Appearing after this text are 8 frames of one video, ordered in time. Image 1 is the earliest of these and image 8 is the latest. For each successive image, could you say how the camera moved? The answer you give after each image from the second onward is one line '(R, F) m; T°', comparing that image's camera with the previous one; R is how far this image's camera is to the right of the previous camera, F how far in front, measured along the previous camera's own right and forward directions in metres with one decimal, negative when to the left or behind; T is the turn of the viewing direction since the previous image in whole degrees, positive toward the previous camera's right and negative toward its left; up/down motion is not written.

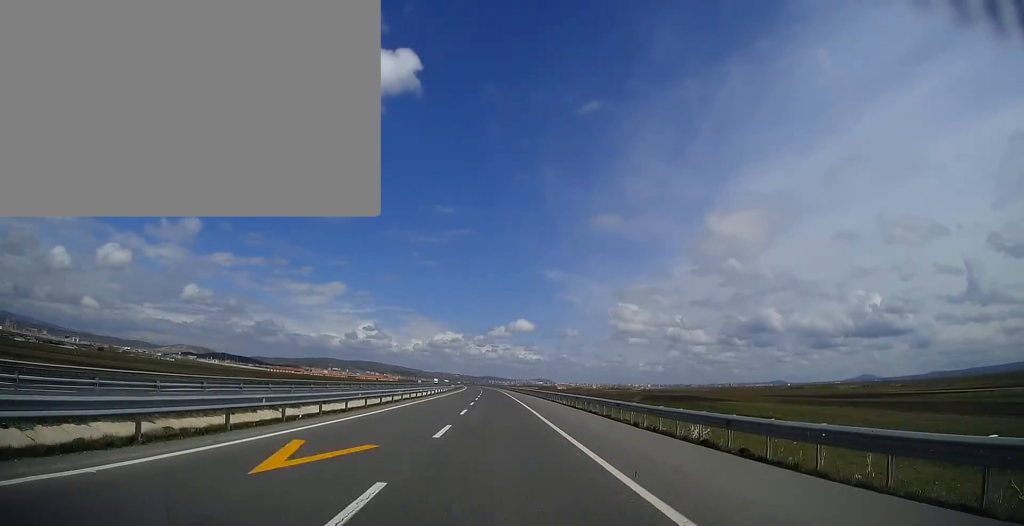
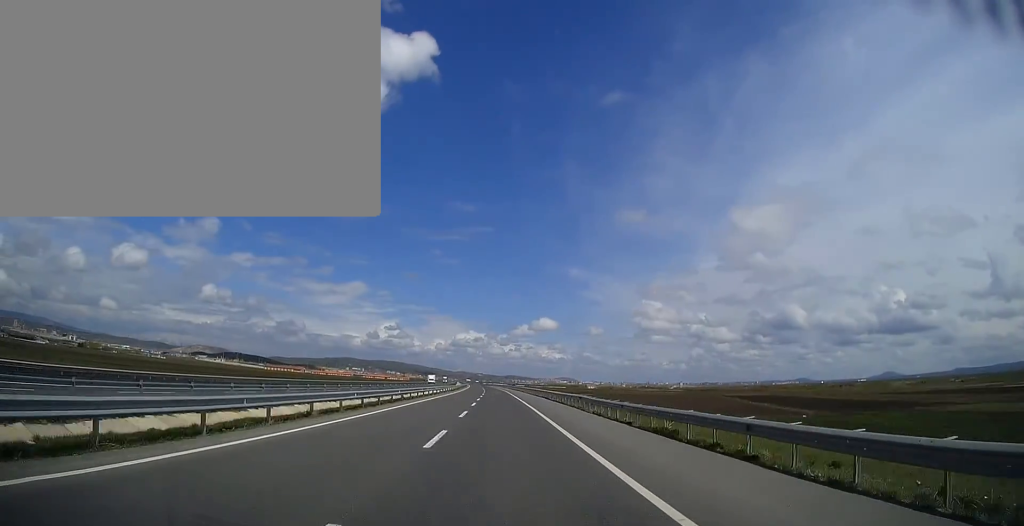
(-2.5, +147.0) m; -2°
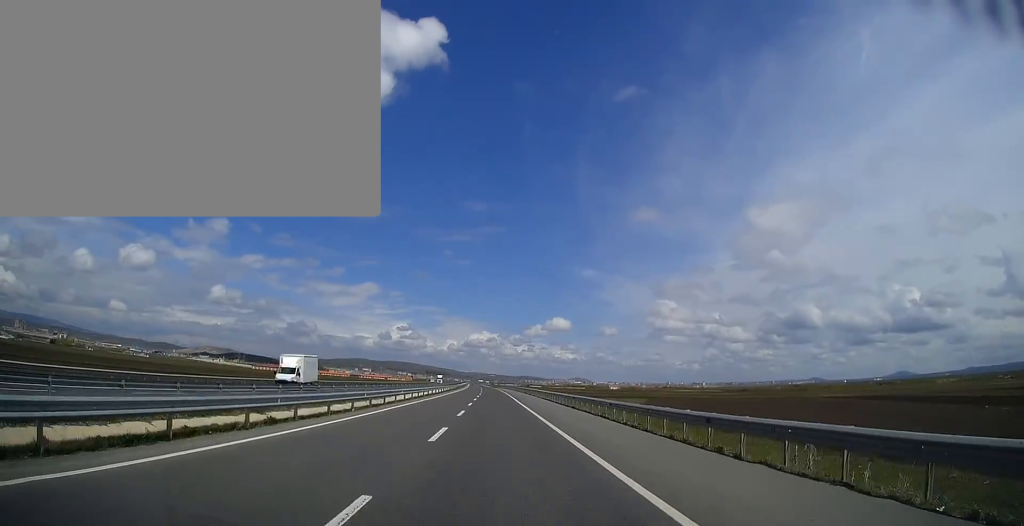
(-1.7, +136.3) m; -1°
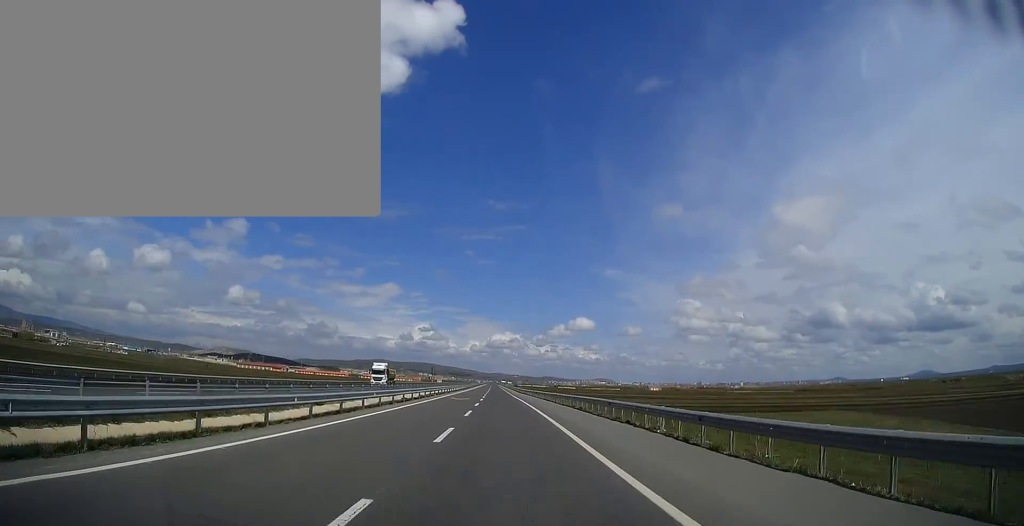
(-2.2, +146.0) m; -1°
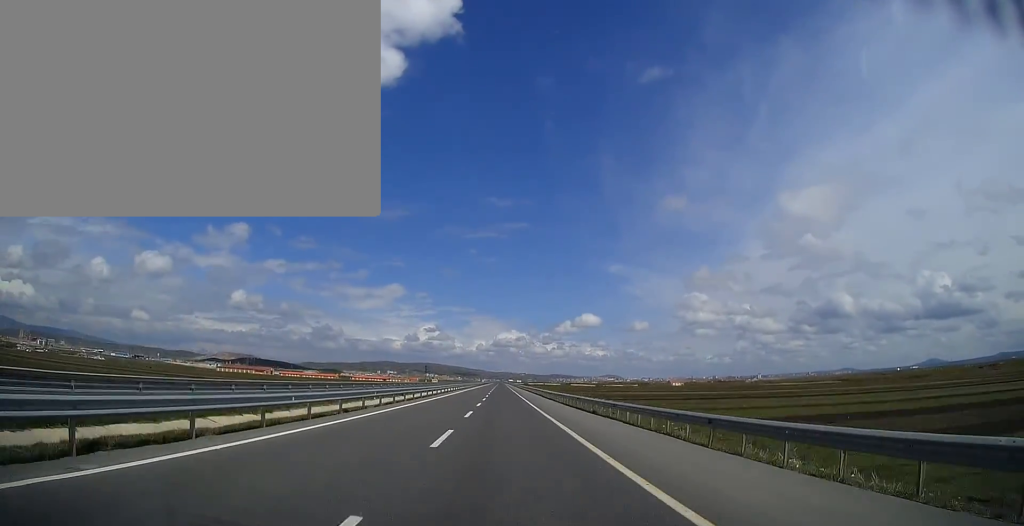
(-0.3, +73.1) m; 0°
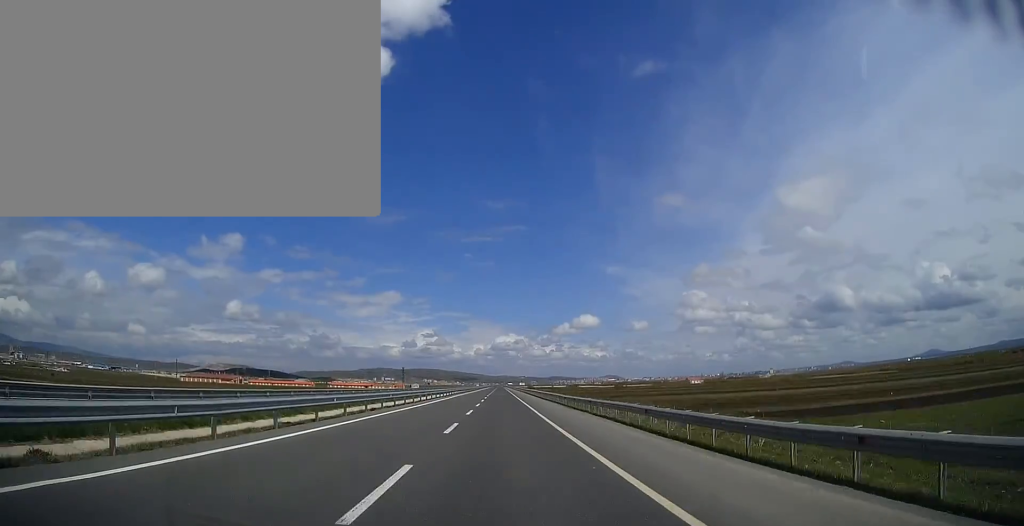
(-0.2, +51.0) m; 0°
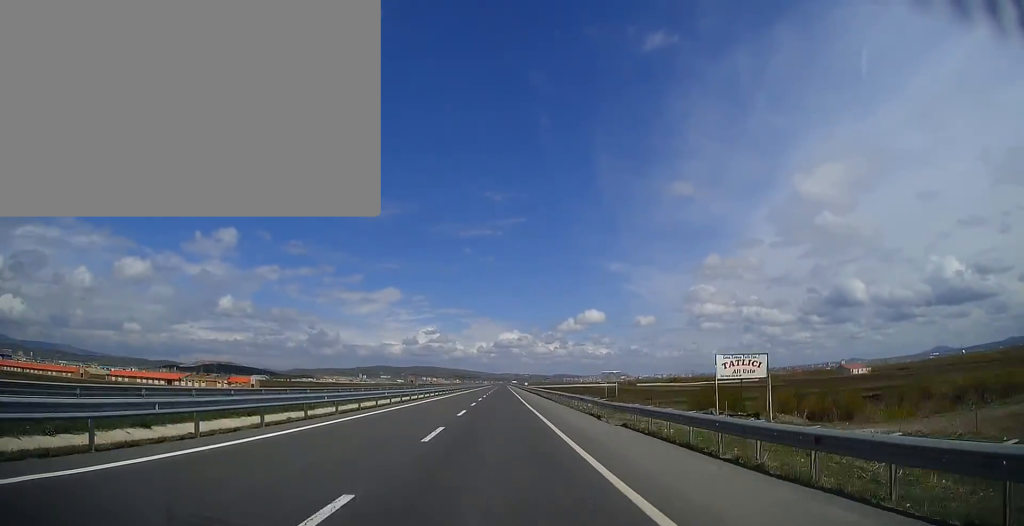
(0.0, +250.7) m; 0°
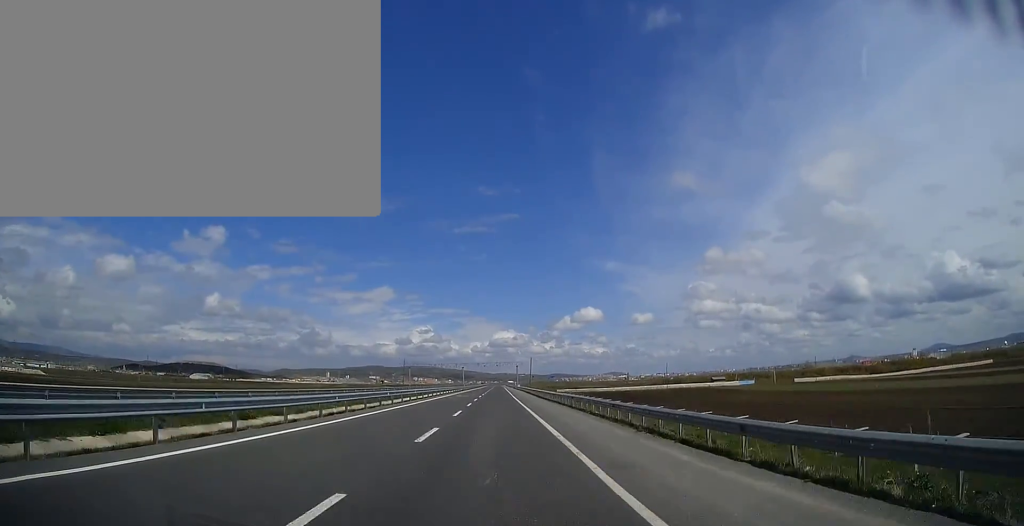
(+0.1, +231.8) m; 0°
